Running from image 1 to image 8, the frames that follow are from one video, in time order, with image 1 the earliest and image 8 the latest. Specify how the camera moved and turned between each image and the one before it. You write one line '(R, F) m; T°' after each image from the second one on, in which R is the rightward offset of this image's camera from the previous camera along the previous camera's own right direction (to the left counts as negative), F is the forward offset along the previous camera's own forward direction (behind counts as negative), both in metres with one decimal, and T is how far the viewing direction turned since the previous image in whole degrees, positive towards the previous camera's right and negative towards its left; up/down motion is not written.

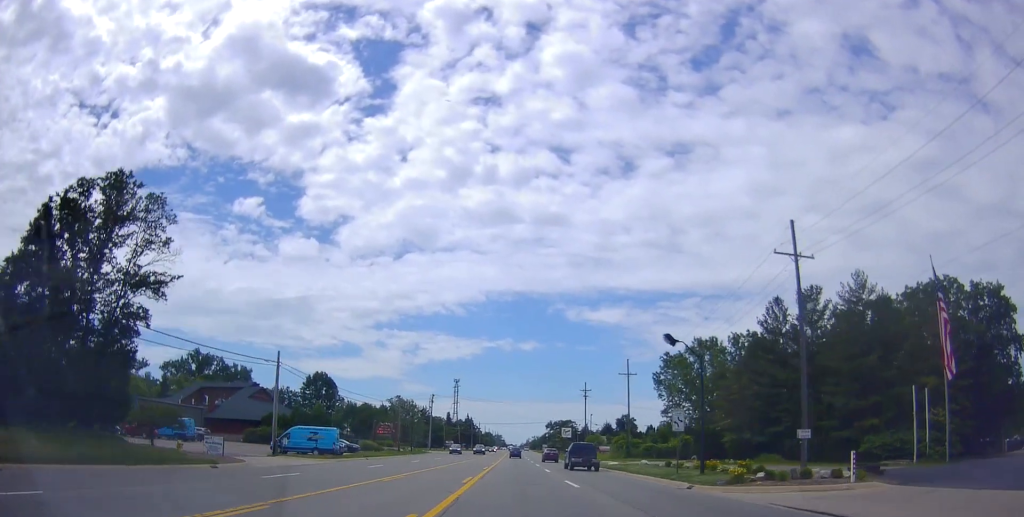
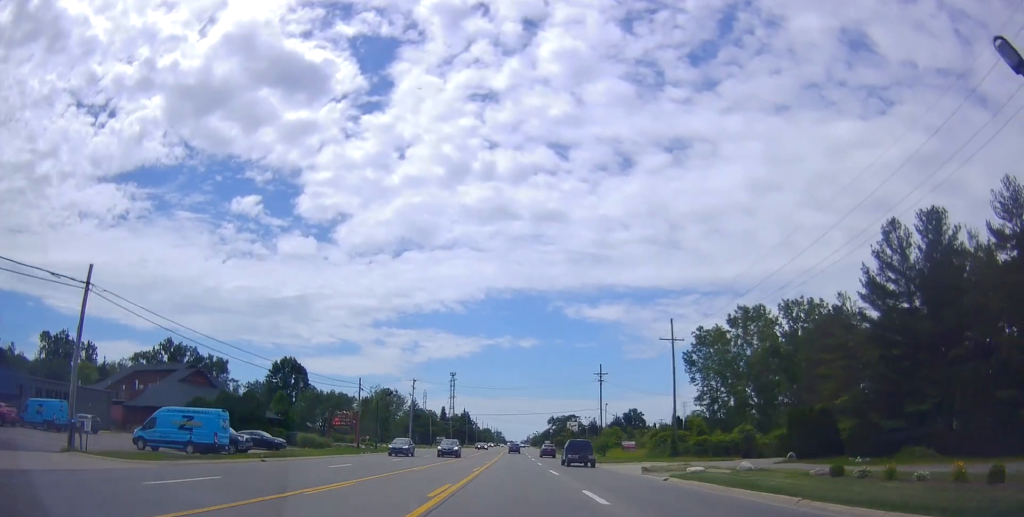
(-0.2, +22.9) m; 0°
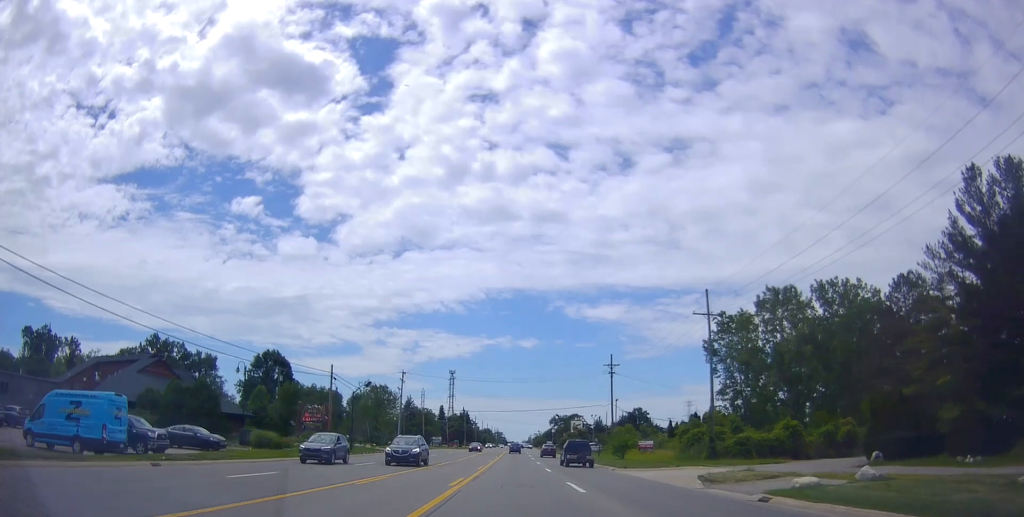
(+0.1, +10.8) m; +1°
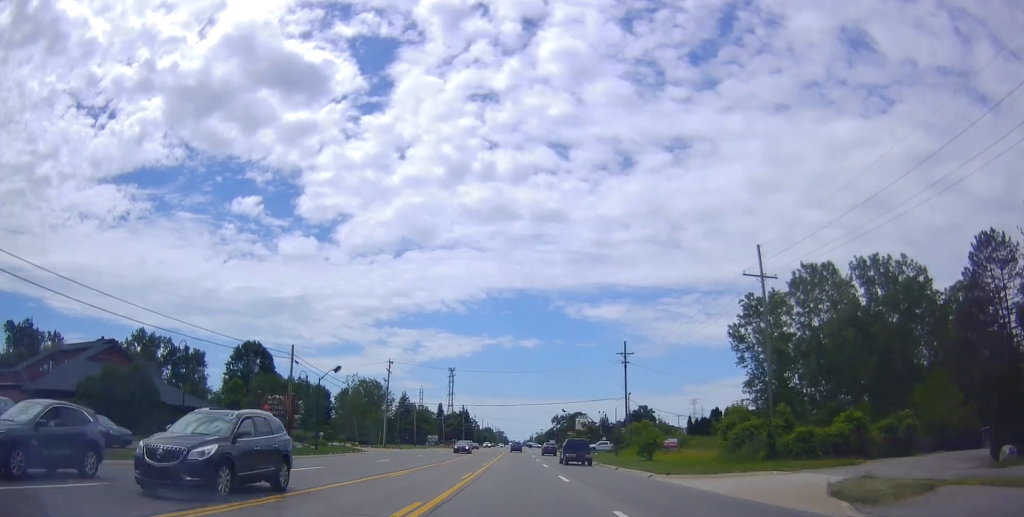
(+0.1, +10.8) m; 0°
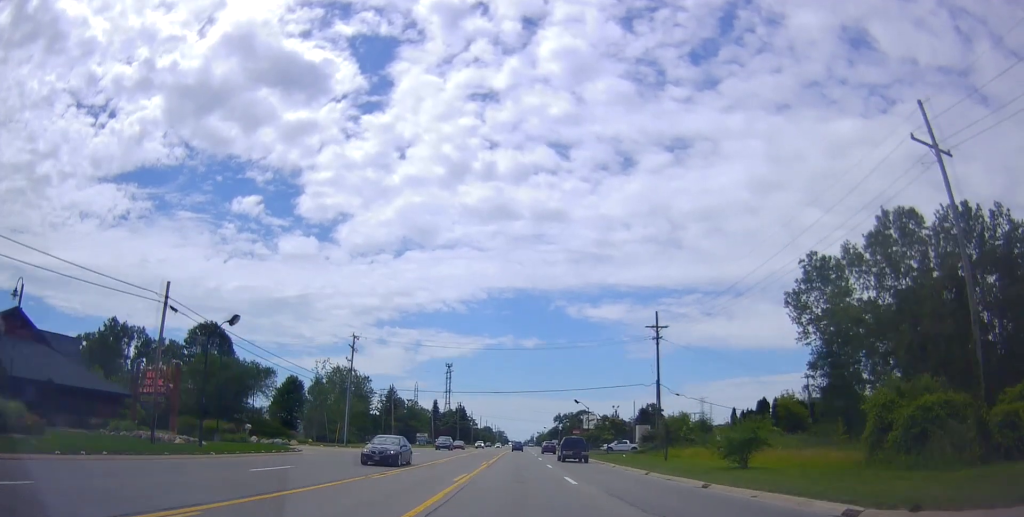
(+0.1, +19.0) m; -1°
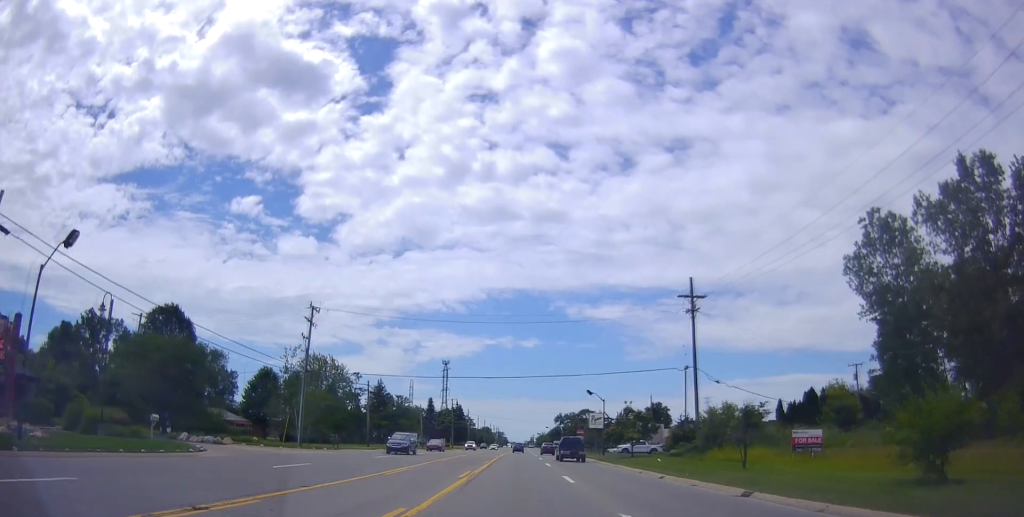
(-0.3, +13.9) m; -2°
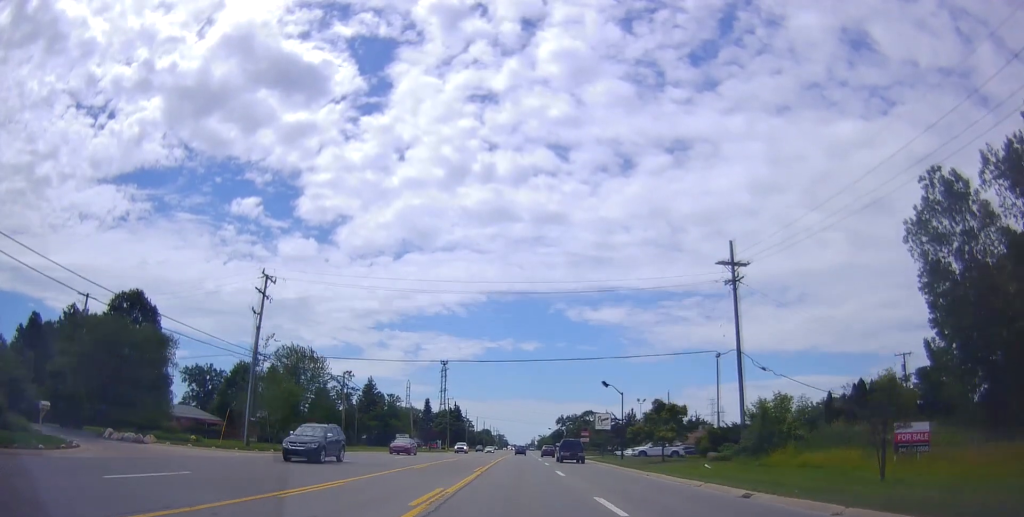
(-0.1, +10.6) m; 0°
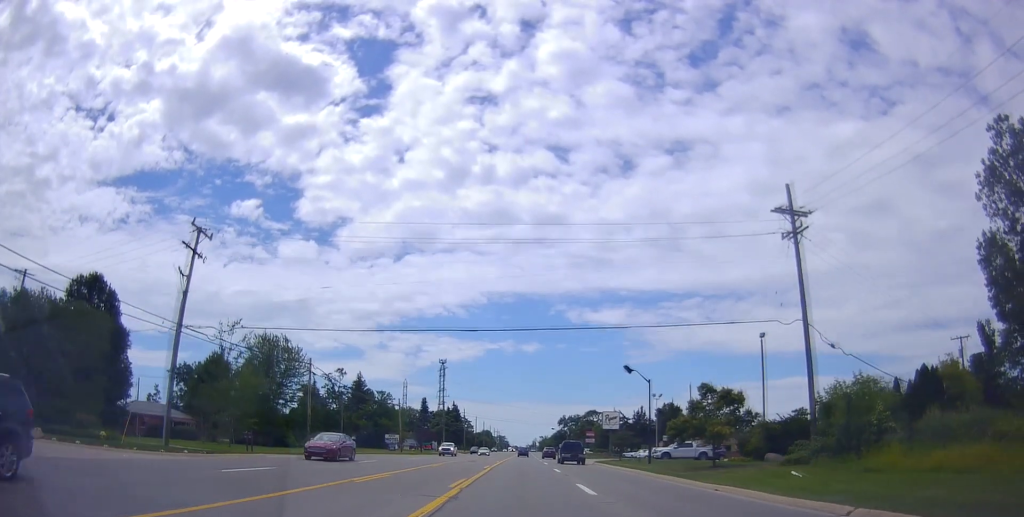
(0.0, +10.5) m; 0°
